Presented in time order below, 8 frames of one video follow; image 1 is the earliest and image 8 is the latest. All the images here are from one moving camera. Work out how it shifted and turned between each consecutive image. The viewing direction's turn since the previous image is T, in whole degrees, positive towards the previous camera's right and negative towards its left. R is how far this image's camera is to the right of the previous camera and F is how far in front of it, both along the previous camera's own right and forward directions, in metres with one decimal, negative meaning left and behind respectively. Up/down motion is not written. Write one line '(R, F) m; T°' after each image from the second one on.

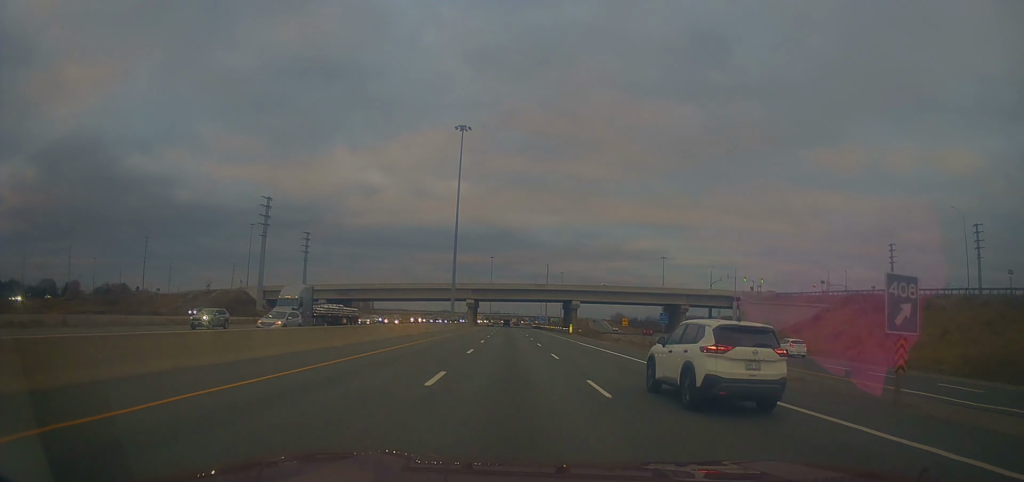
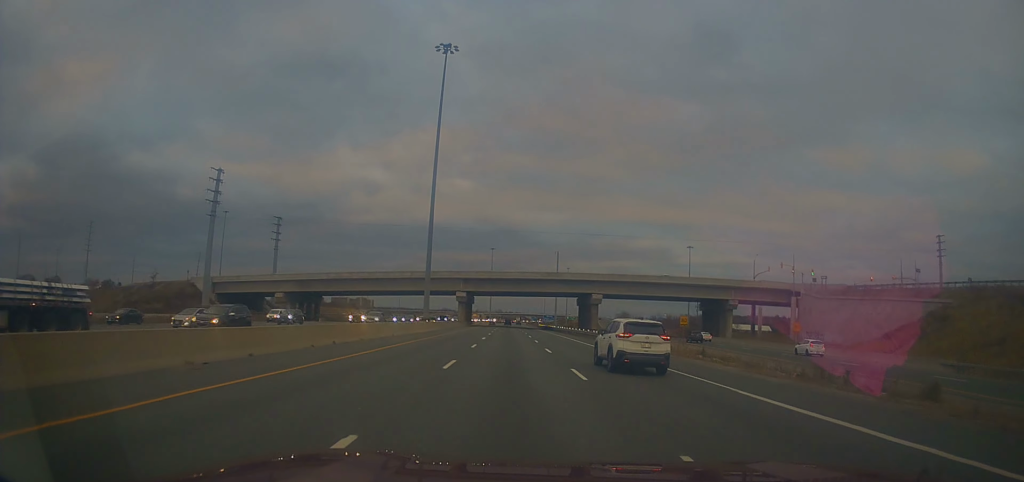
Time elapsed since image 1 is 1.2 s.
(0.0, +32.5) m; +1°
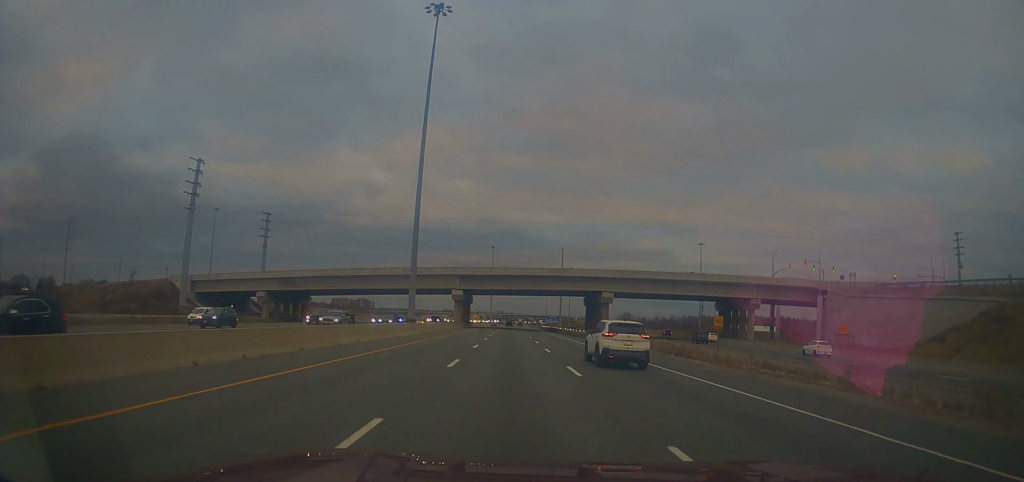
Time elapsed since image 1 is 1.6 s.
(+0.3, +10.8) m; 0°
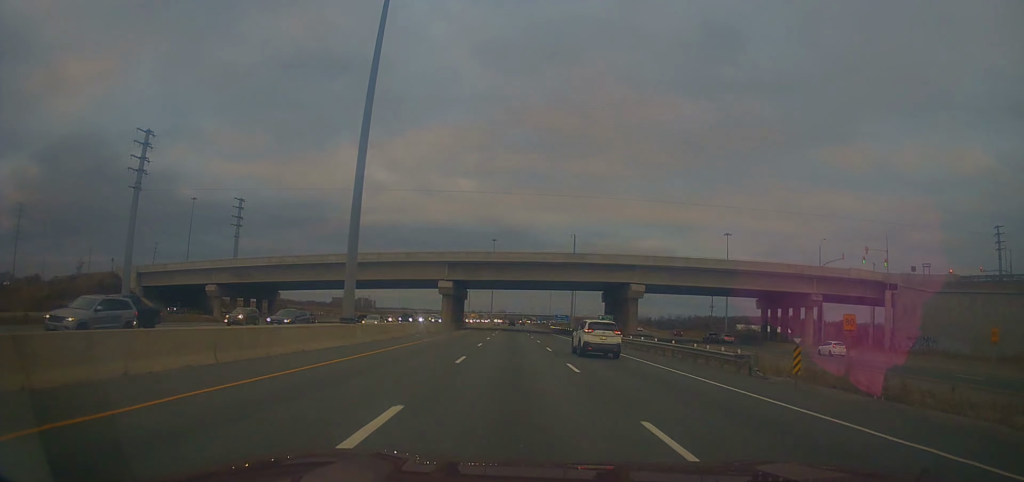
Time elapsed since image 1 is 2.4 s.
(-0.2, +22.5) m; -1°
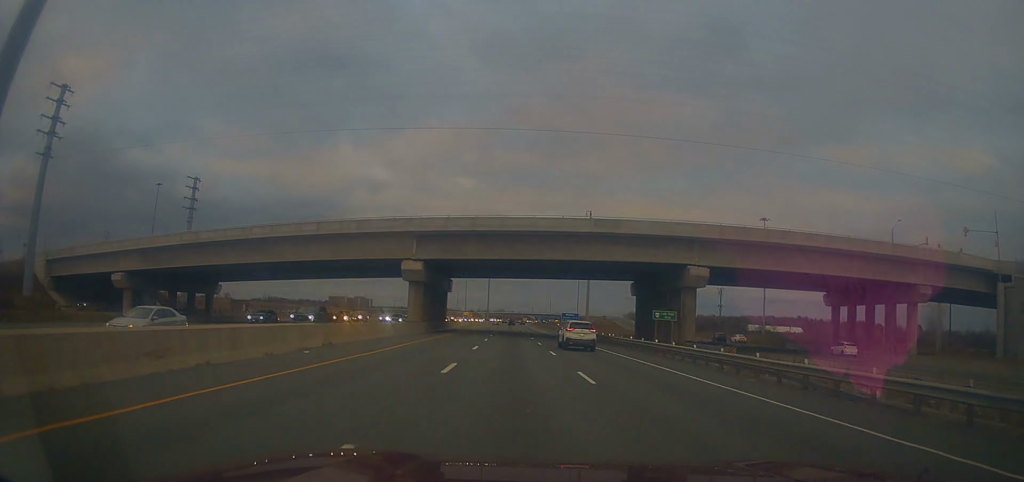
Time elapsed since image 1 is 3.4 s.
(-0.2, +27.0) m; 0°
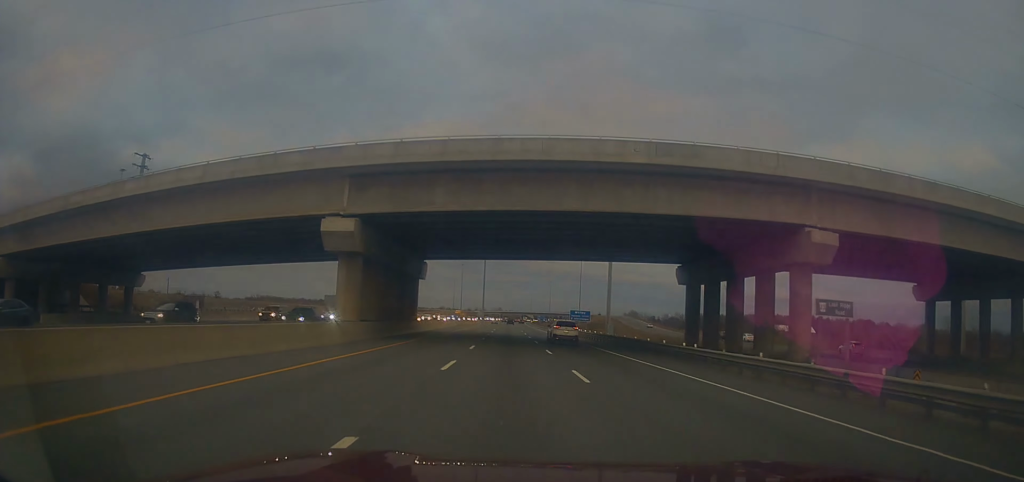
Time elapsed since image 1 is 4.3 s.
(0.0, +23.5) m; 0°
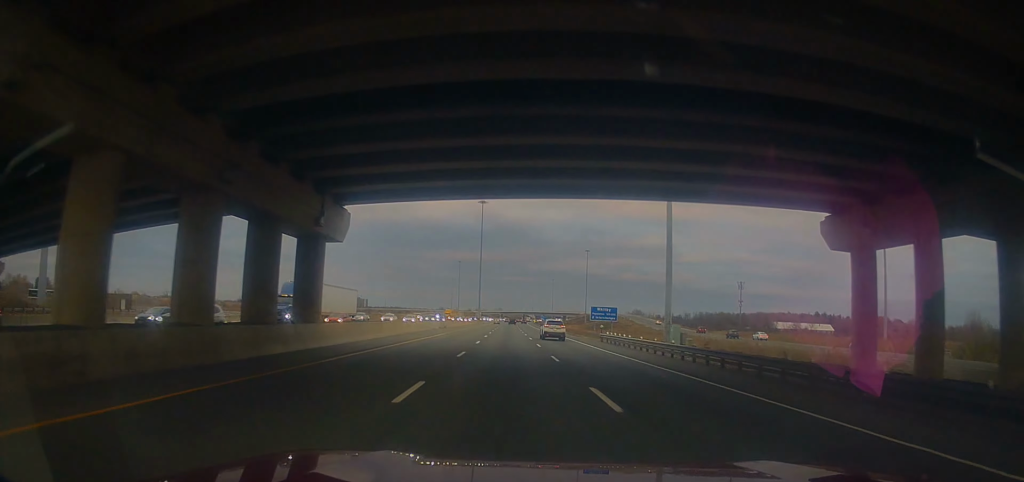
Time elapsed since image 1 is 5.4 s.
(+0.1, +28.9) m; 0°
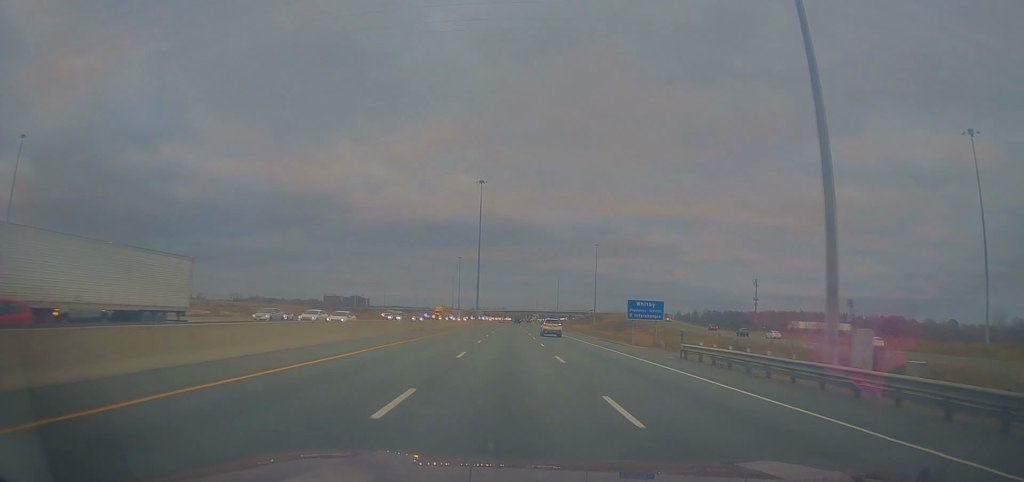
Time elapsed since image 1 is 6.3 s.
(0.0, +25.3) m; 0°
